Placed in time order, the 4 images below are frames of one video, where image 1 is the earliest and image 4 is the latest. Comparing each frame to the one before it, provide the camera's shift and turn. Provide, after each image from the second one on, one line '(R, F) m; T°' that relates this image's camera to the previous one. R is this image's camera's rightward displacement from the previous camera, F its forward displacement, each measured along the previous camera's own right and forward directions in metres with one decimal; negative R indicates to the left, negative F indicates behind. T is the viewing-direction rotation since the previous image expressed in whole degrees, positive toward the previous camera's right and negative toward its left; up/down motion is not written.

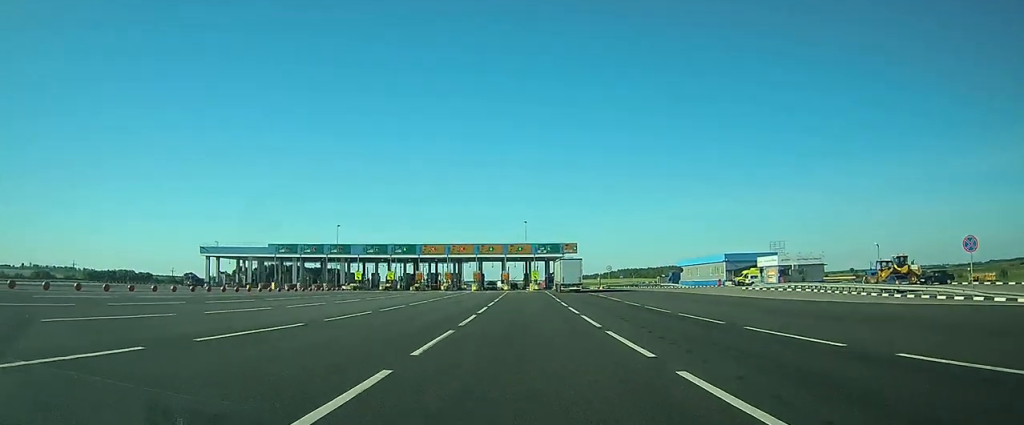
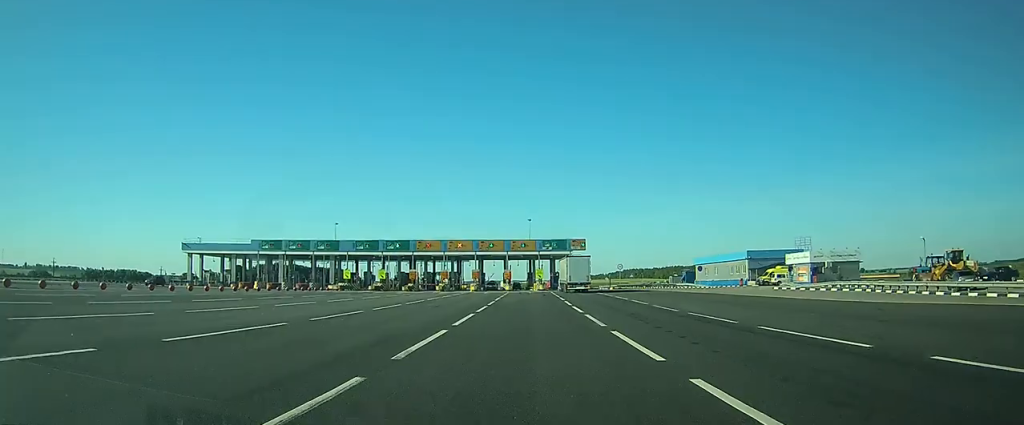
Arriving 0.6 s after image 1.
(-0.1, +8.9) m; -1°
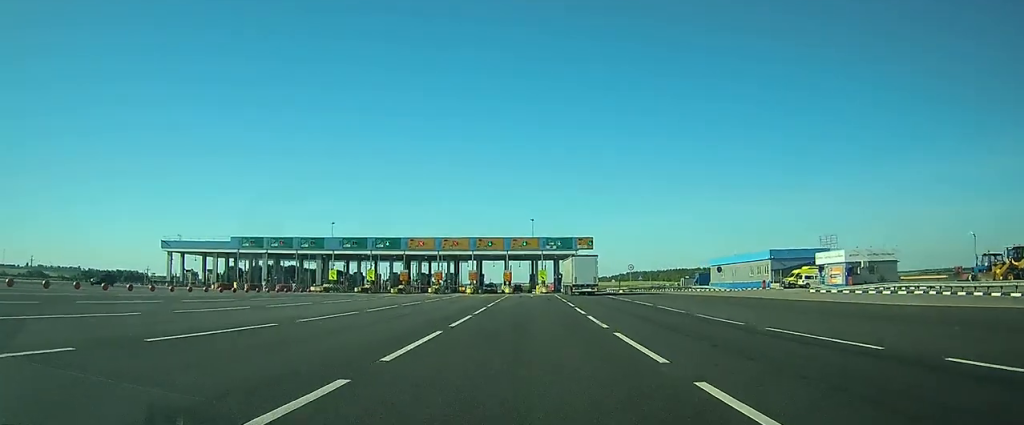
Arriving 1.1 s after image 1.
(-0.1, +8.3) m; -1°
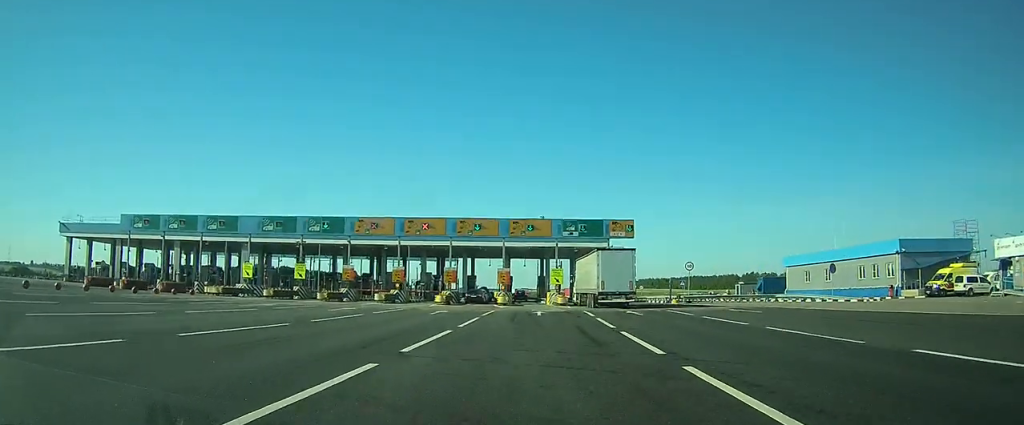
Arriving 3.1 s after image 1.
(-0.2, +30.5) m; -1°
